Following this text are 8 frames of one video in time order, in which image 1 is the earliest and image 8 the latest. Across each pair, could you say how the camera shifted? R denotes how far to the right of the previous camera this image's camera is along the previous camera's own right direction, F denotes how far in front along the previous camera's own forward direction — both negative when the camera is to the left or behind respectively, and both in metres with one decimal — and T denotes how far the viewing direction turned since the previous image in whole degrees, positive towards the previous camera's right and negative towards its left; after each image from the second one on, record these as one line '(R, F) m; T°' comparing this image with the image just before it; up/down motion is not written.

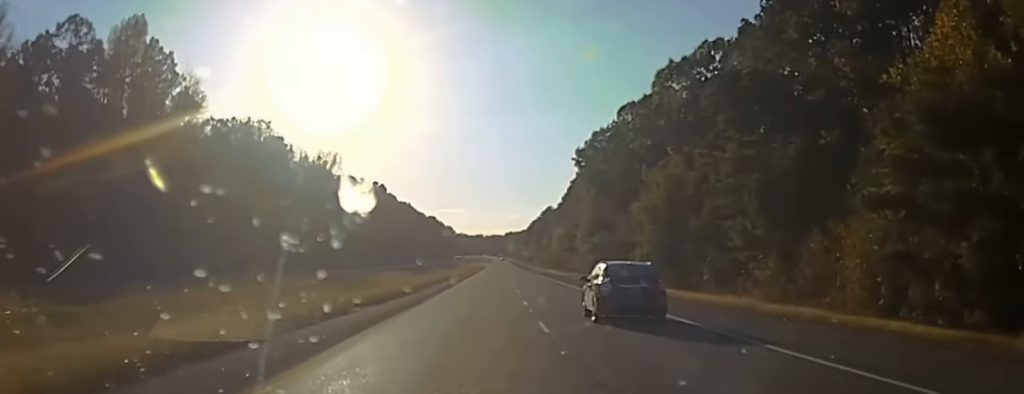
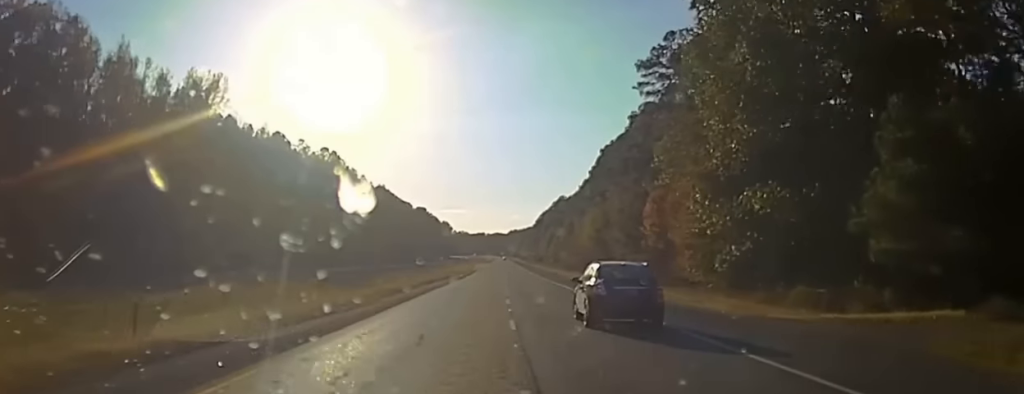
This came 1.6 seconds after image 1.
(-0.3, +88.4) m; 0°
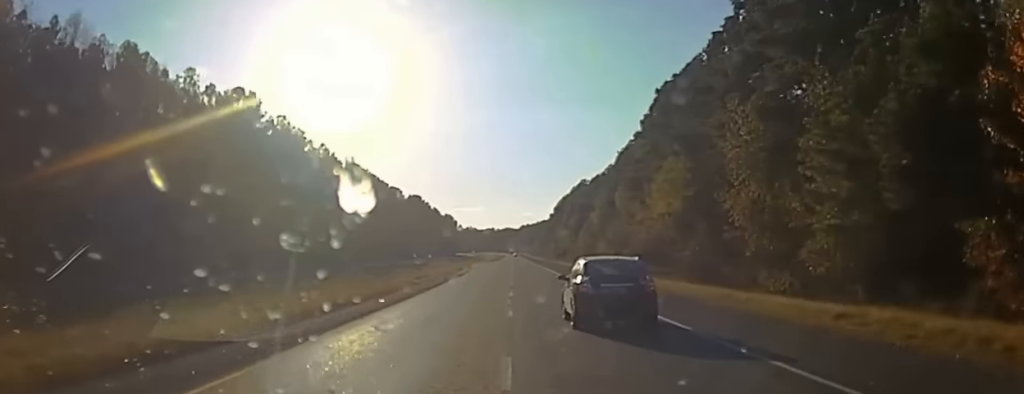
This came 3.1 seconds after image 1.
(+0.2, +67.2) m; 0°
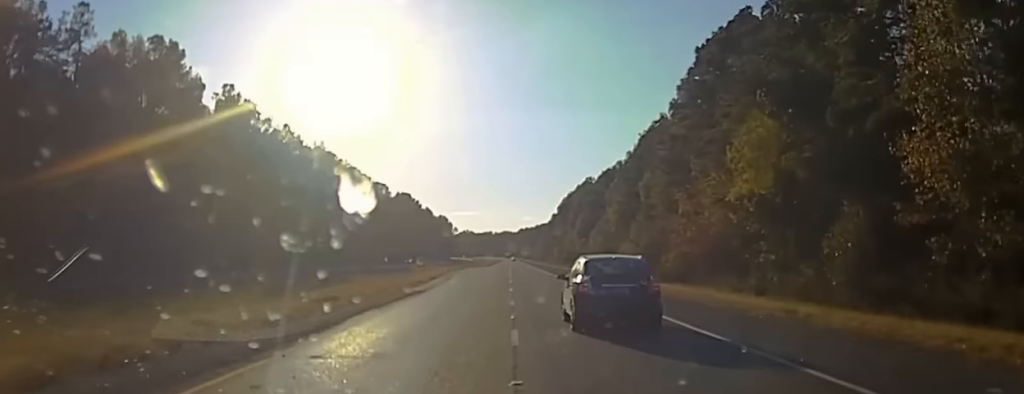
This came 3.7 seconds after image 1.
(-0.1, +30.1) m; 0°
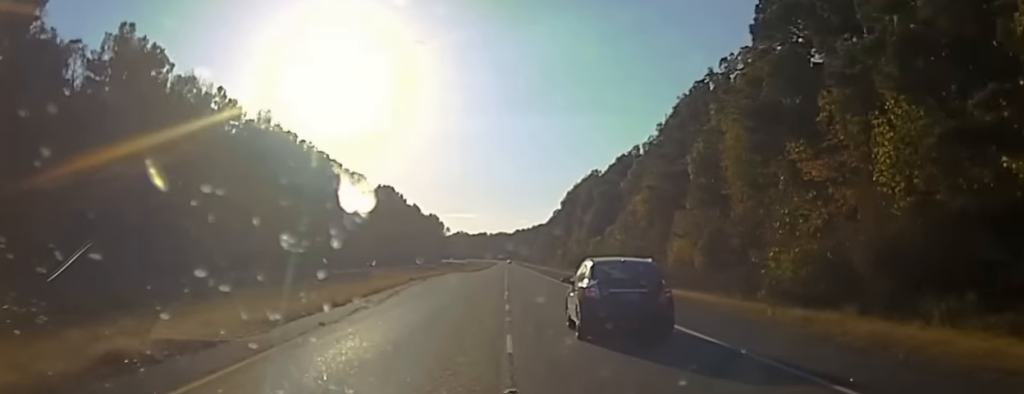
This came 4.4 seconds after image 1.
(-0.1, +37.4) m; 0°
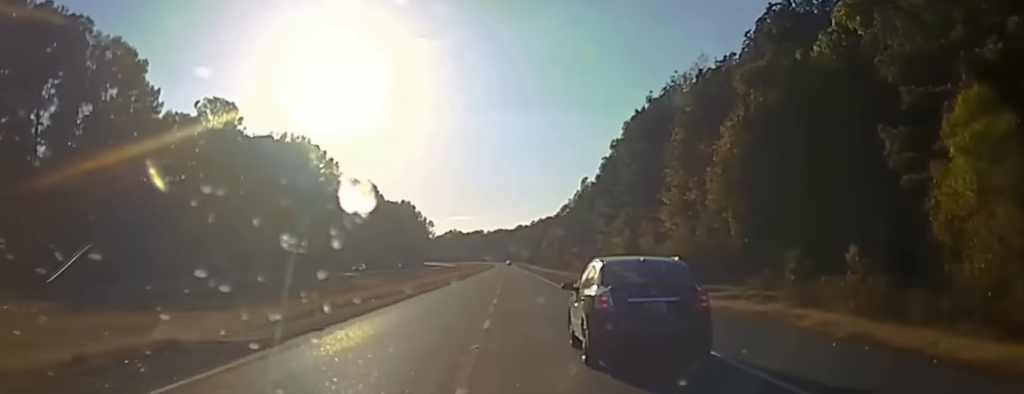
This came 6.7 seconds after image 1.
(+0.9, +120.8) m; 0°
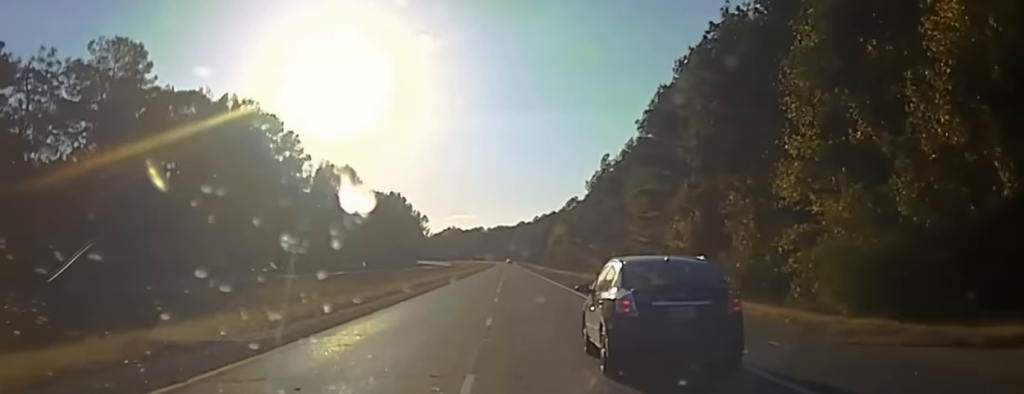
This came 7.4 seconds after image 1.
(-0.2, +38.7) m; 0°
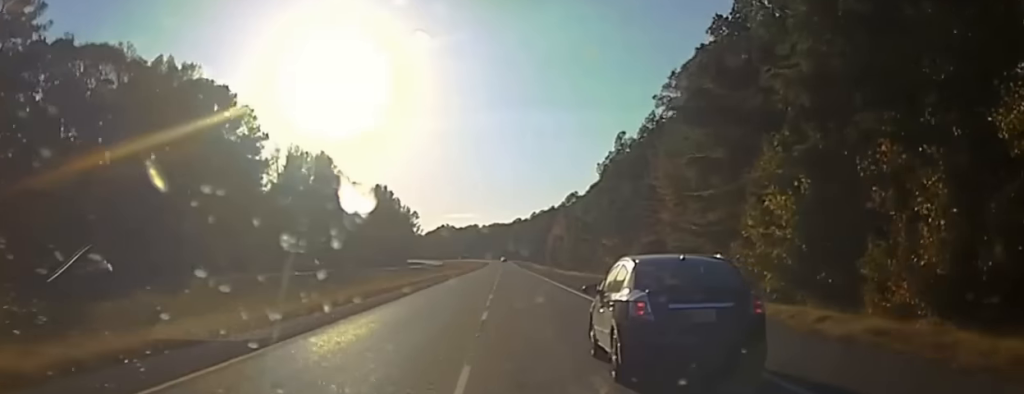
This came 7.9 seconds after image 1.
(+0.1, +25.7) m; 0°
